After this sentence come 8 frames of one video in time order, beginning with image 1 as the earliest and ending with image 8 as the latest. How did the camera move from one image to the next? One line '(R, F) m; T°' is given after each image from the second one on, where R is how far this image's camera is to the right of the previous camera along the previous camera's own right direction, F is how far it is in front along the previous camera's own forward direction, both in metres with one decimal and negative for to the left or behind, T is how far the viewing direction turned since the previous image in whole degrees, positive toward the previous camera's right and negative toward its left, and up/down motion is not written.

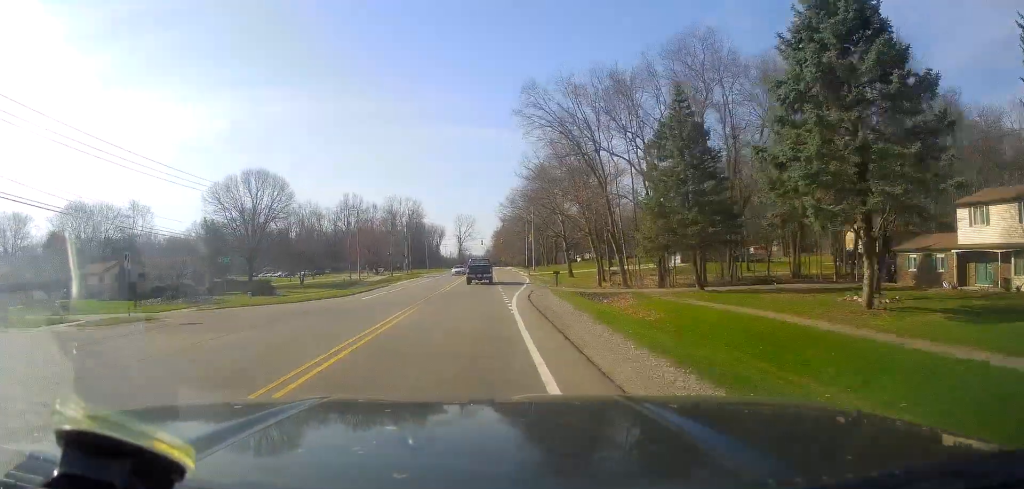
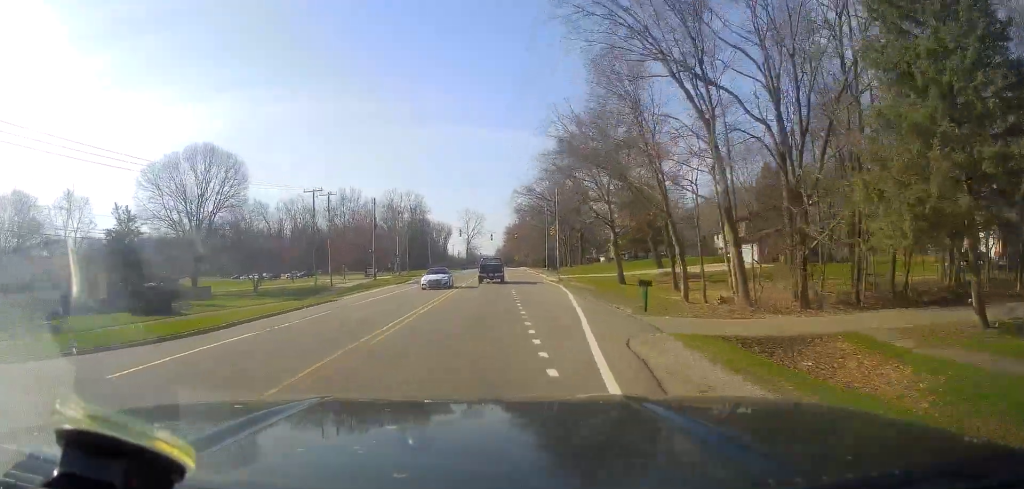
(-0.4, +23.4) m; -2°
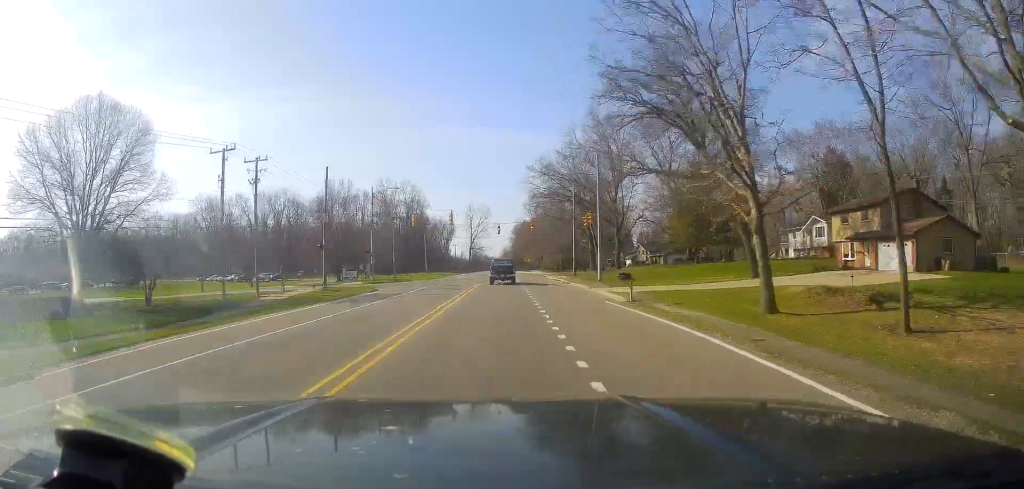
(-0.3, +26.3) m; 0°
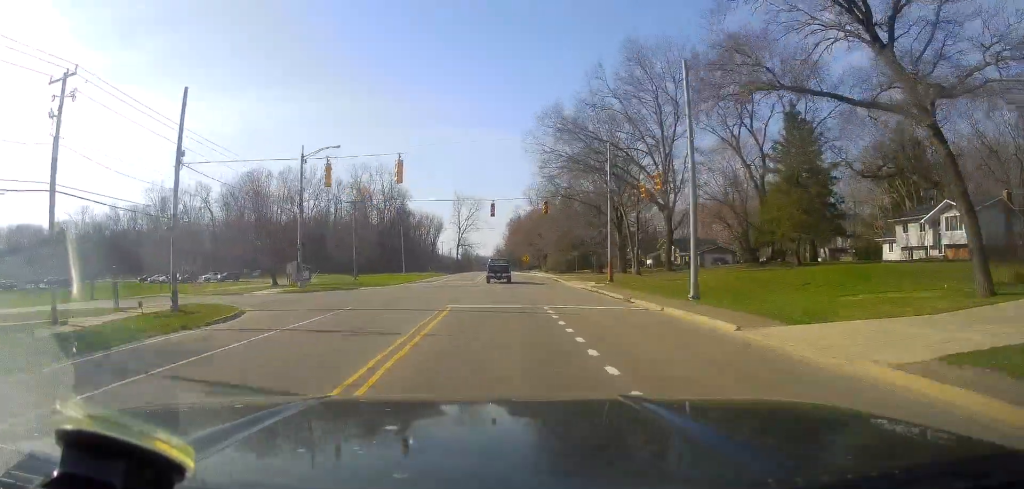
(+0.5, +26.2) m; +2°
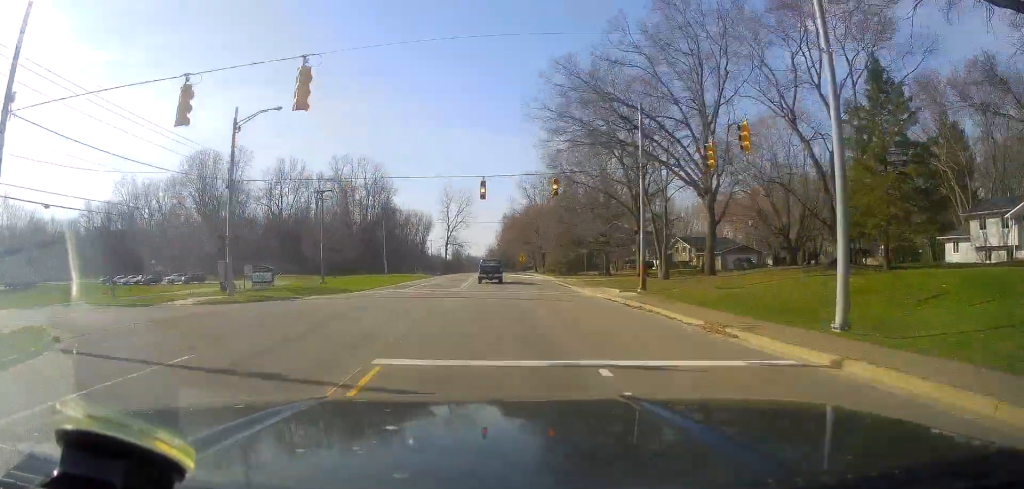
(+0.2, +12.5) m; -1°
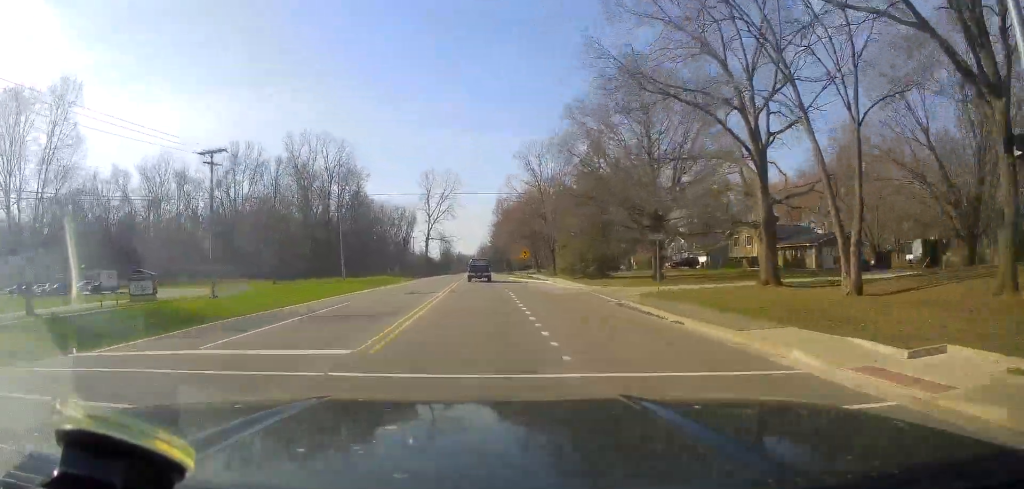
(-0.6, +28.0) m; 0°
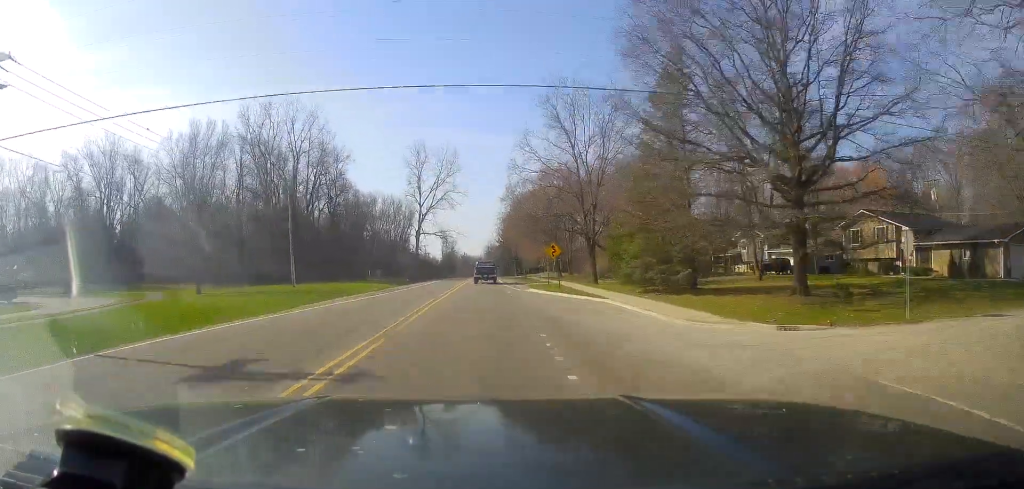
(+0.7, +25.2) m; +2°
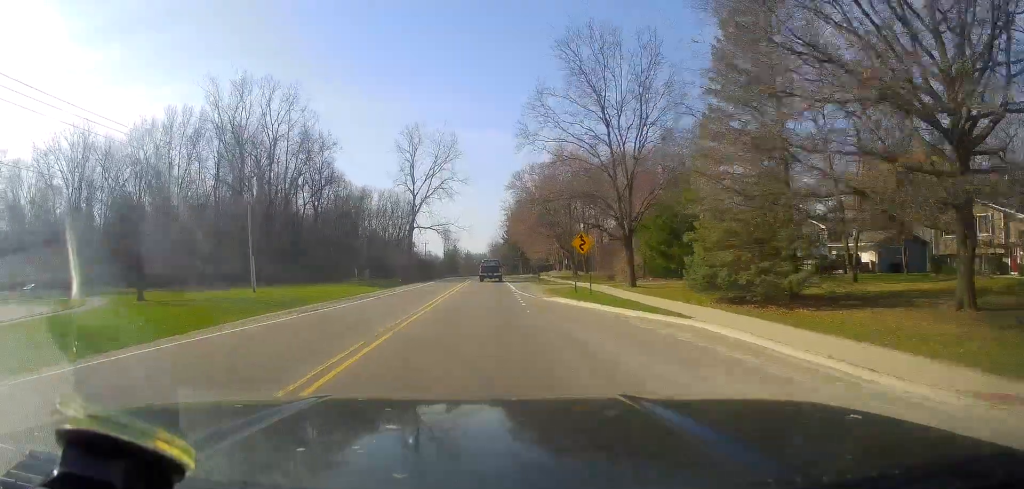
(0.0, +11.9) m; -1°
